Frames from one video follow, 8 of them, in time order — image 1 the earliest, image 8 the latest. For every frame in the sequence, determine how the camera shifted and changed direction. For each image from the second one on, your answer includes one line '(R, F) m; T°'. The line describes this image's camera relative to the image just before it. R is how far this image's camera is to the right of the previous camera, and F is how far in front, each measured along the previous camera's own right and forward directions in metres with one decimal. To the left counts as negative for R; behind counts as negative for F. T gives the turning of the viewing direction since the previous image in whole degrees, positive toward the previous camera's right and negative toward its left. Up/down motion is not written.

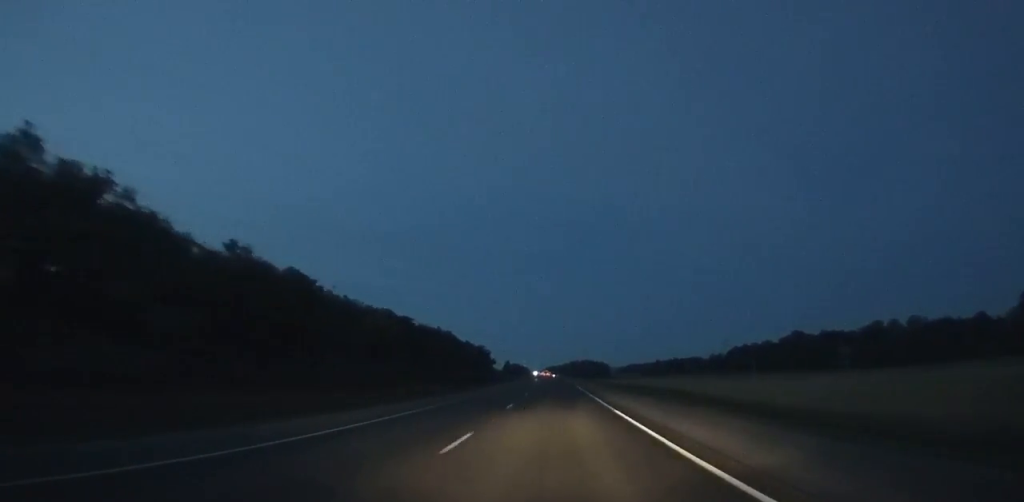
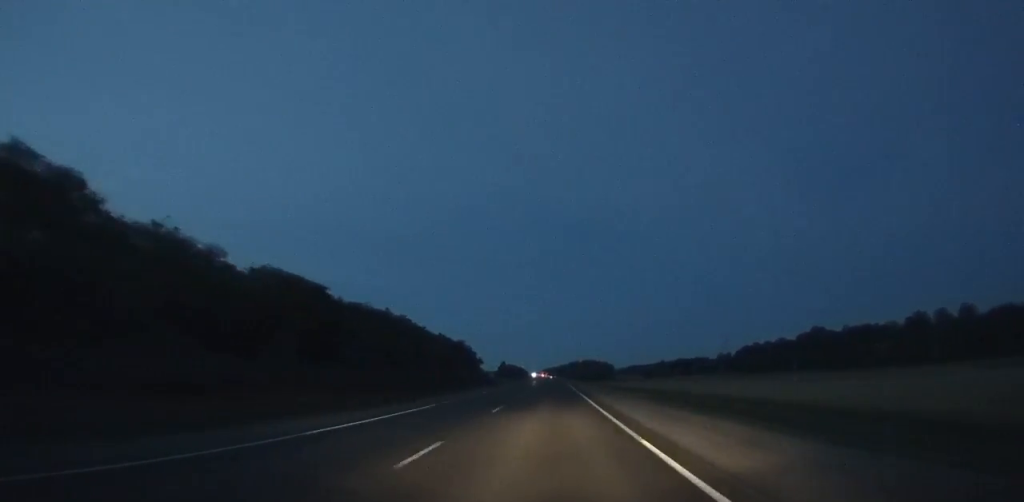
(+0.2, +37.0) m; 0°
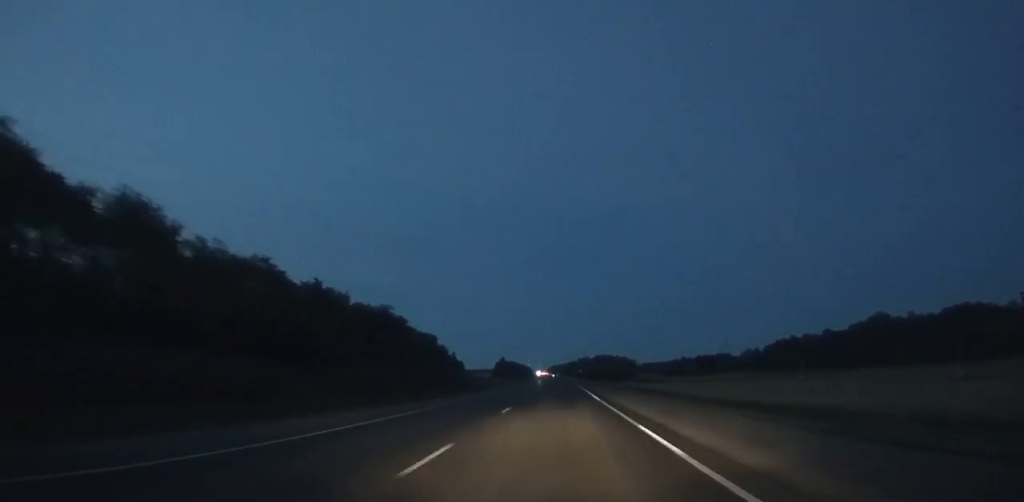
(+0.1, +71.2) m; 0°
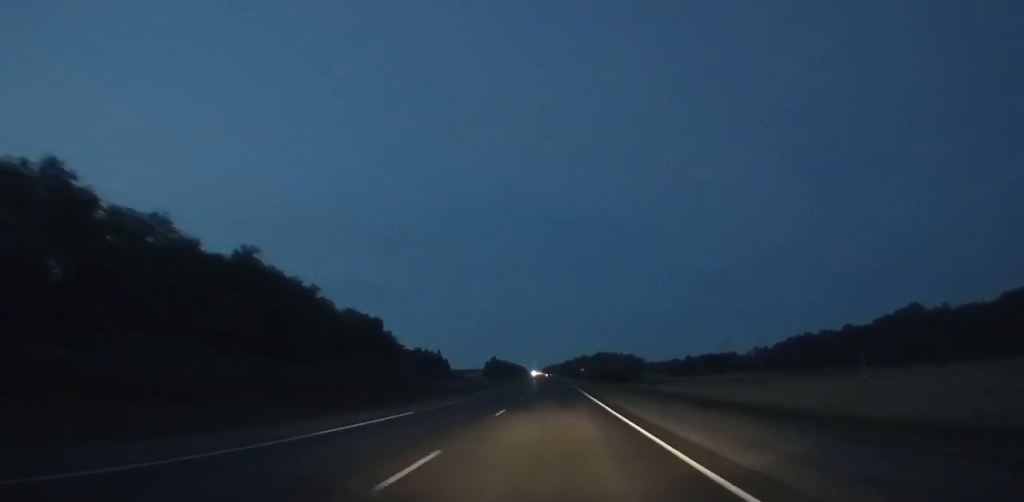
(-0.1, +36.8) m; 0°
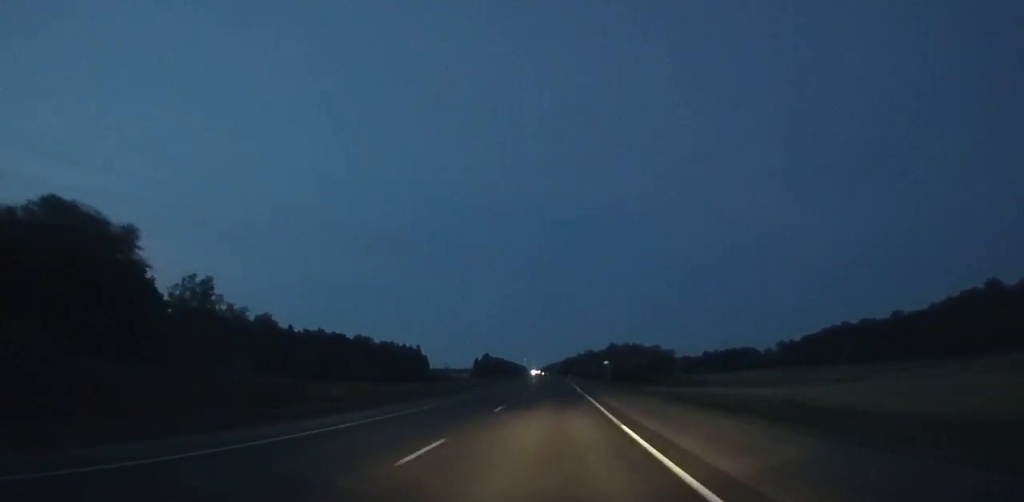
(0.0, +57.7) m; 0°
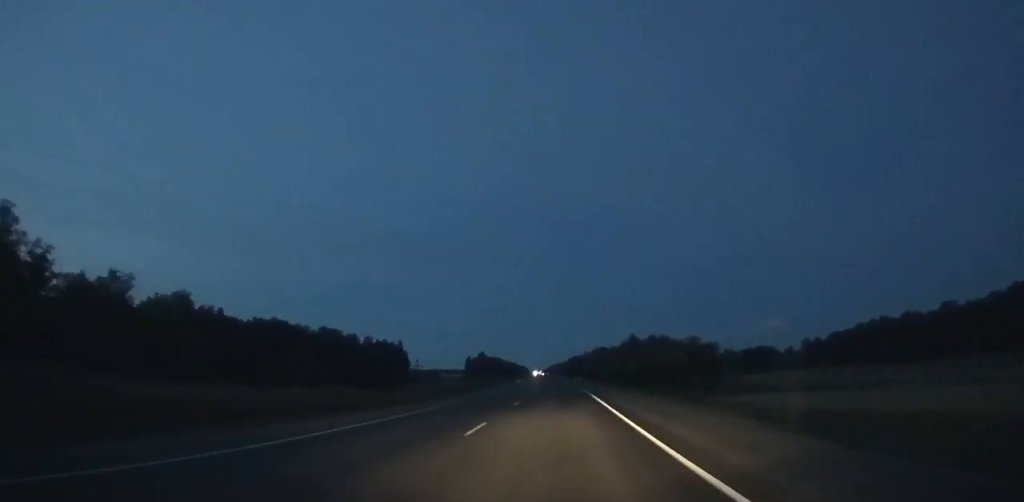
(0.0, +44.6) m; 0°
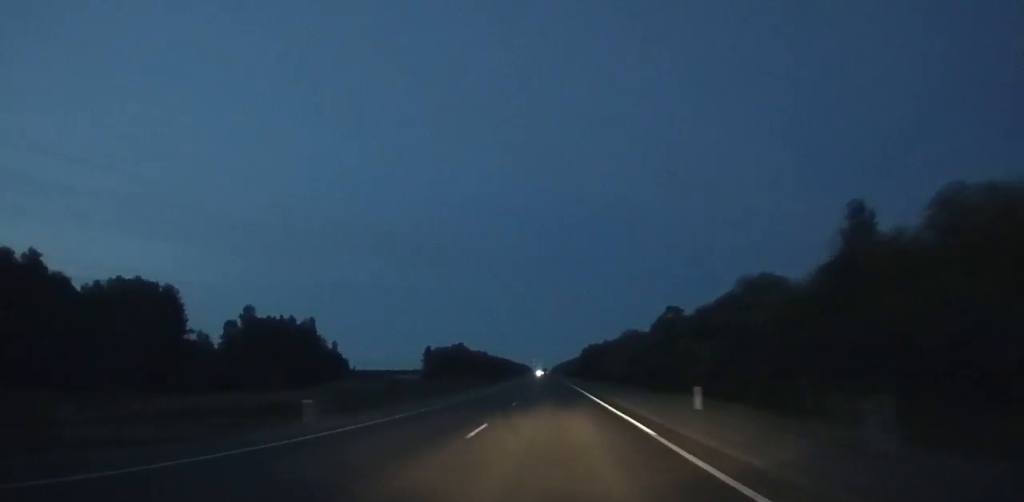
(-0.6, +107.8) m; -1°
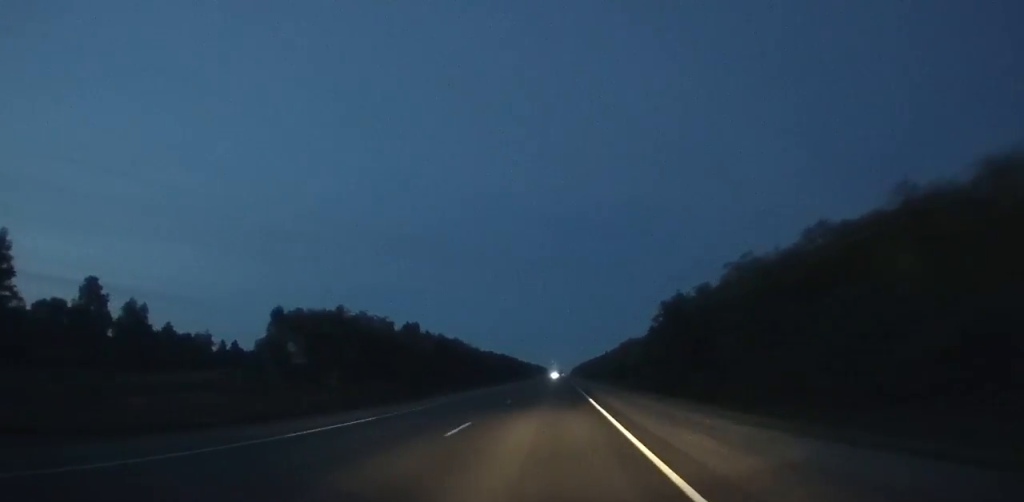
(-1.1, +119.4) m; -1°
